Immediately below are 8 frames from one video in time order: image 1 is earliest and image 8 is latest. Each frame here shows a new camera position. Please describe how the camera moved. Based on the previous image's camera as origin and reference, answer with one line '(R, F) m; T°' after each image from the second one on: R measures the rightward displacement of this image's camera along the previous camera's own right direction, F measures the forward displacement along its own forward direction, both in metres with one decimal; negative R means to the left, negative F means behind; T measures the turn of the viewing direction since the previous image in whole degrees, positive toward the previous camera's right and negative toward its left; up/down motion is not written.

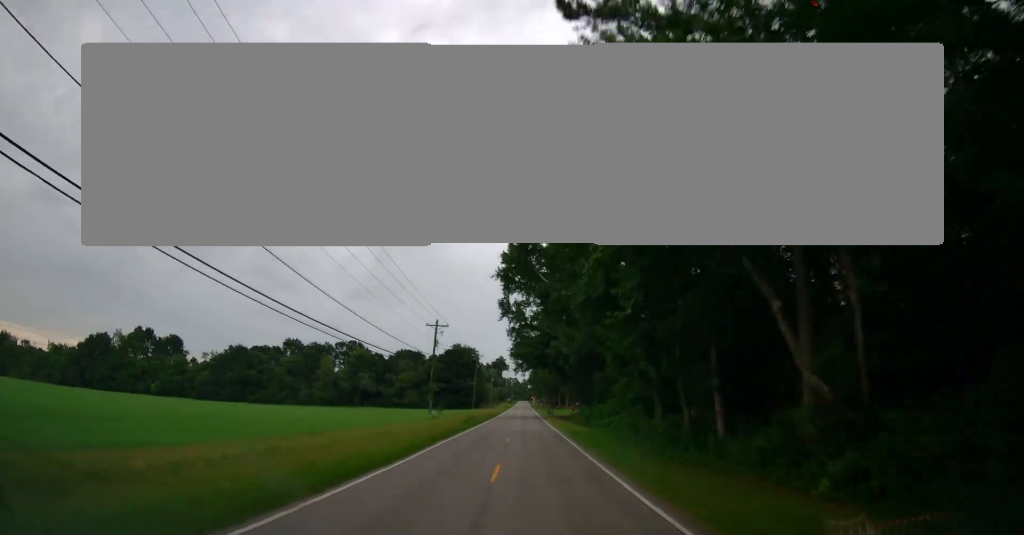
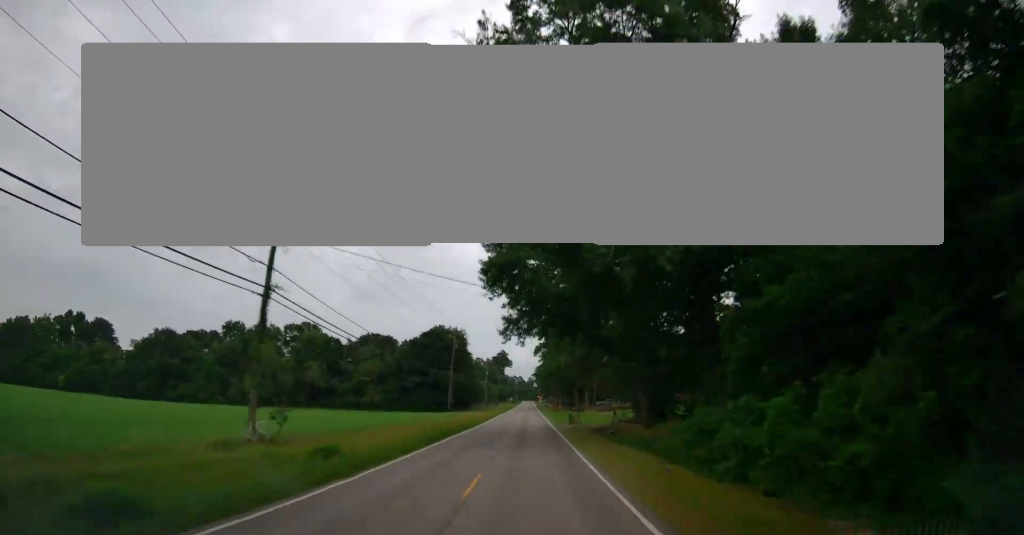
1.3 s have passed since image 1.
(-0.1, +38.8) m; 0°
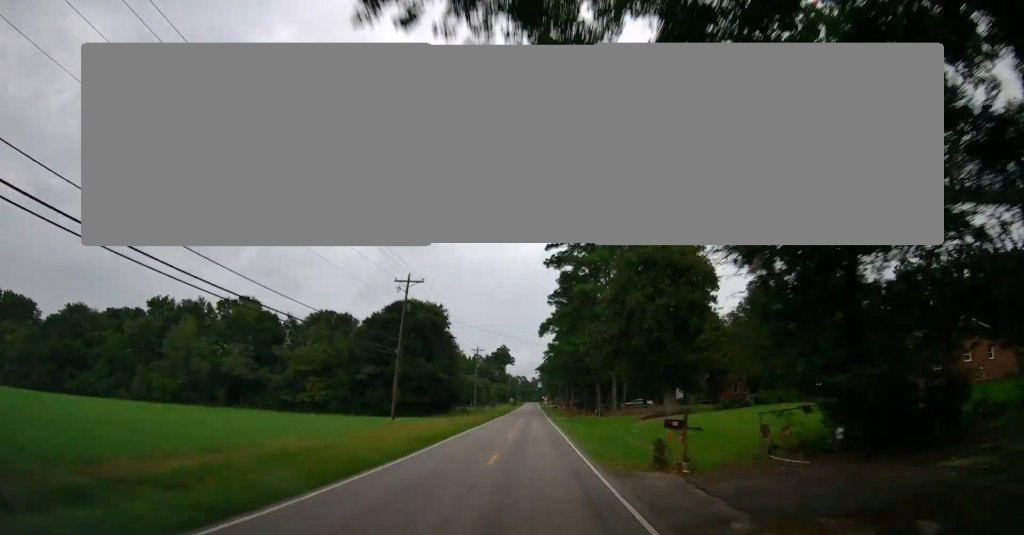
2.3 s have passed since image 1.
(-0.2, +30.9) m; -1°
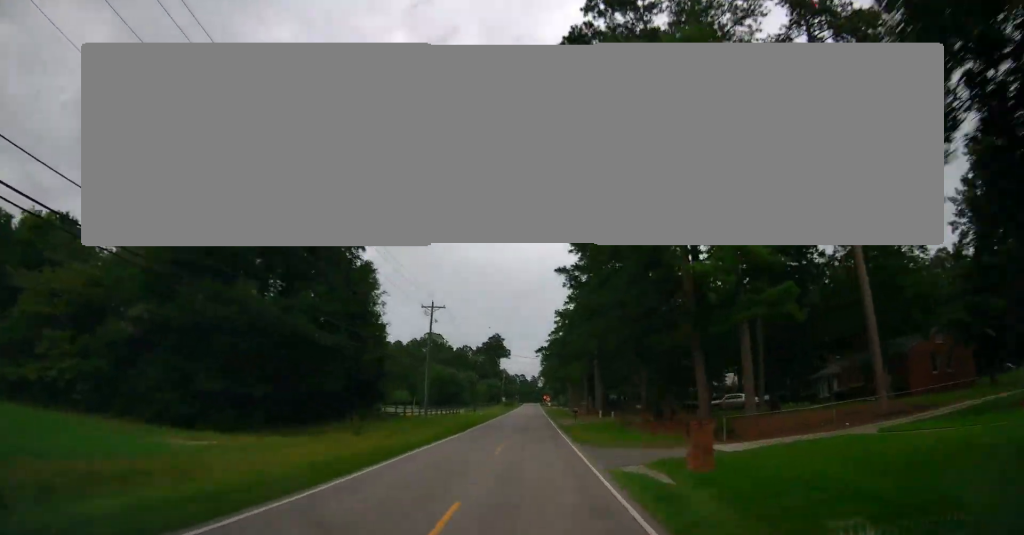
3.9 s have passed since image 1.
(-0.4, +45.9) m; -1°
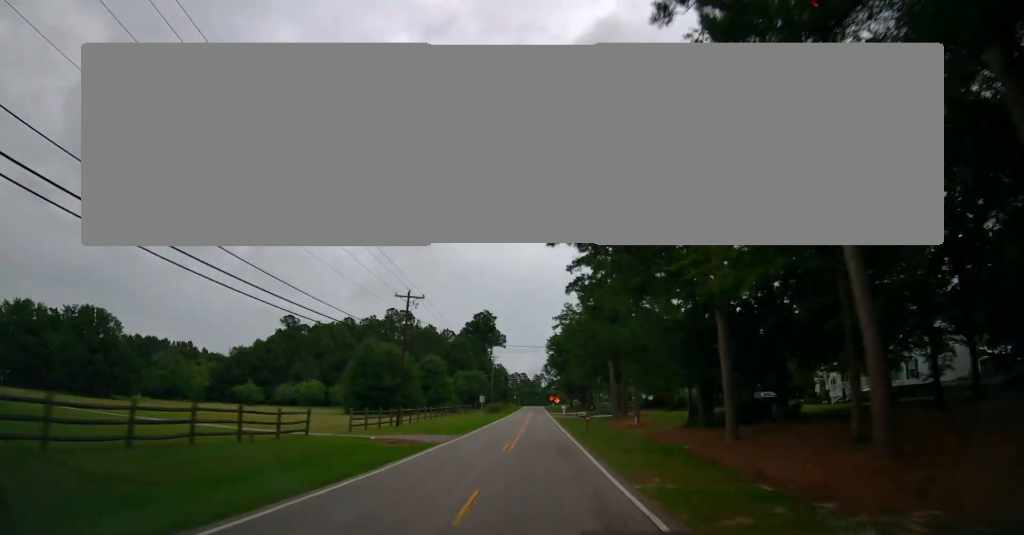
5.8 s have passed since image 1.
(+0.4, +57.5) m; +1°
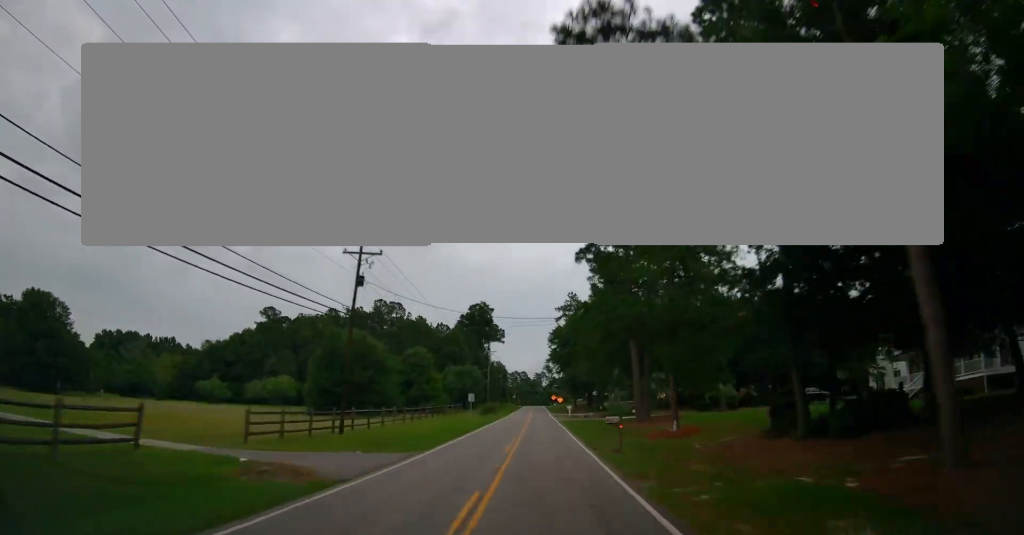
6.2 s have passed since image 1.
(+0.2, +12.9) m; 0°
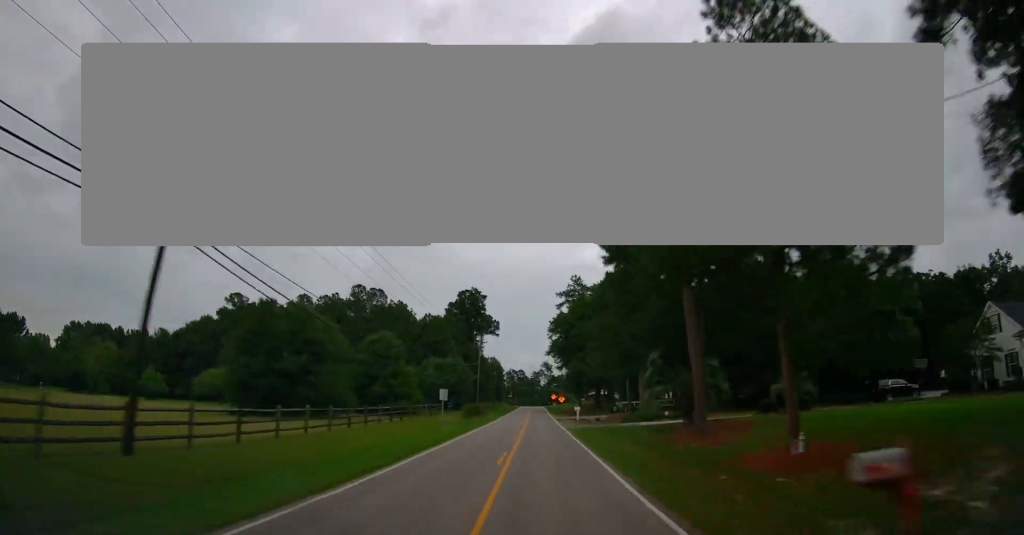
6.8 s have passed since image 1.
(-0.1, +16.8) m; 0°
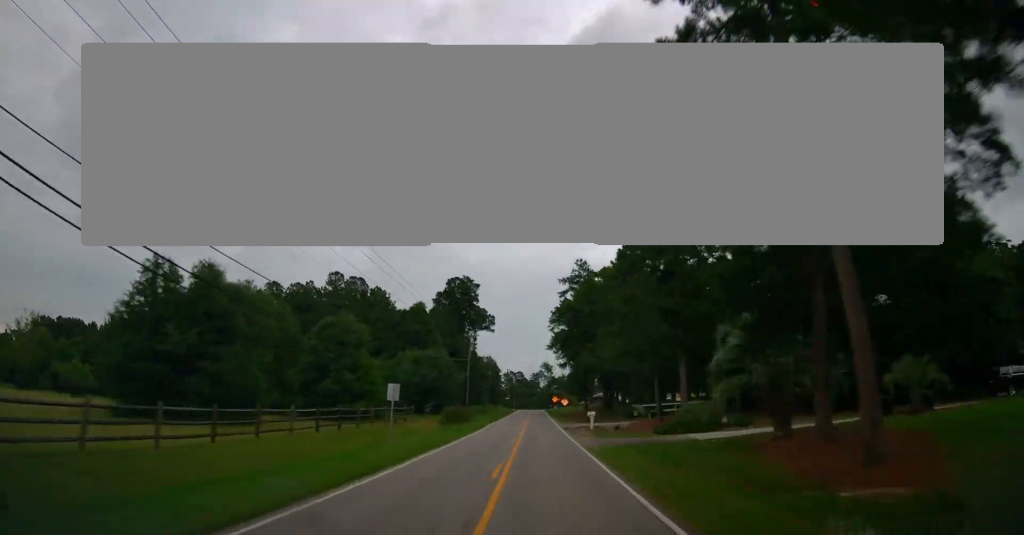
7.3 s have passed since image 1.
(-0.1, +14.8) m; 0°
